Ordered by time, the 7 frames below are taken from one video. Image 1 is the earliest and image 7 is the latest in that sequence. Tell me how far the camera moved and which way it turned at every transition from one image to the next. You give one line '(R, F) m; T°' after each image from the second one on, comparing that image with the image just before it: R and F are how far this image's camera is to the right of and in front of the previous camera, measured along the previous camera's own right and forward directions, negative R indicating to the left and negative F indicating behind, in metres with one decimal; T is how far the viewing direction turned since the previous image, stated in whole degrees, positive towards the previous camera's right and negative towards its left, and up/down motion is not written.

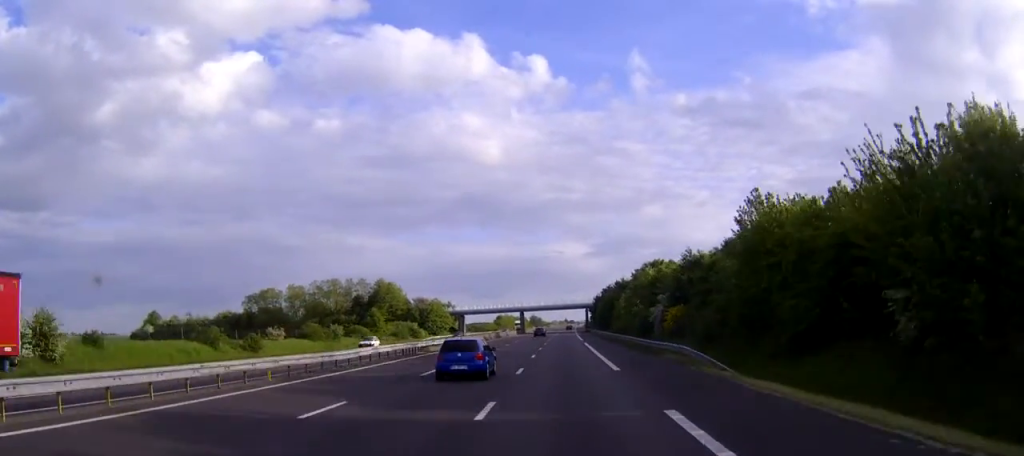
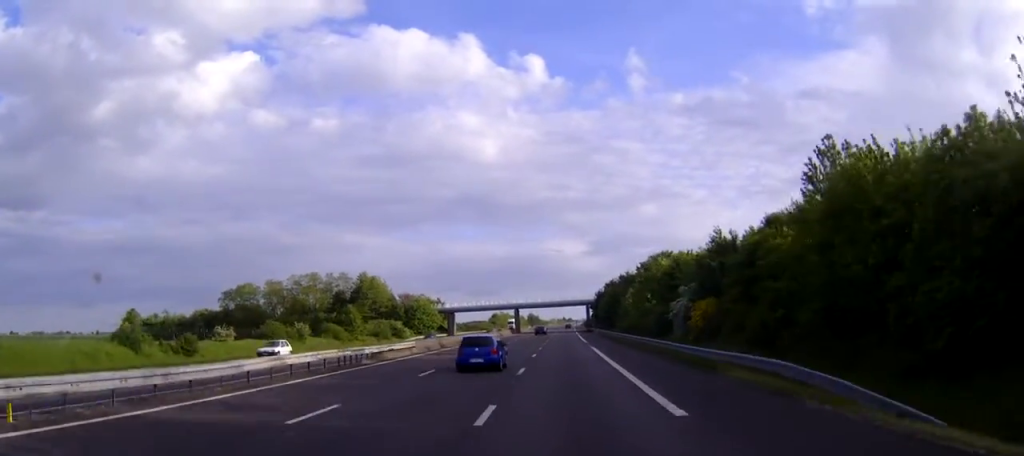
(+0.1, +13.9) m; 0°
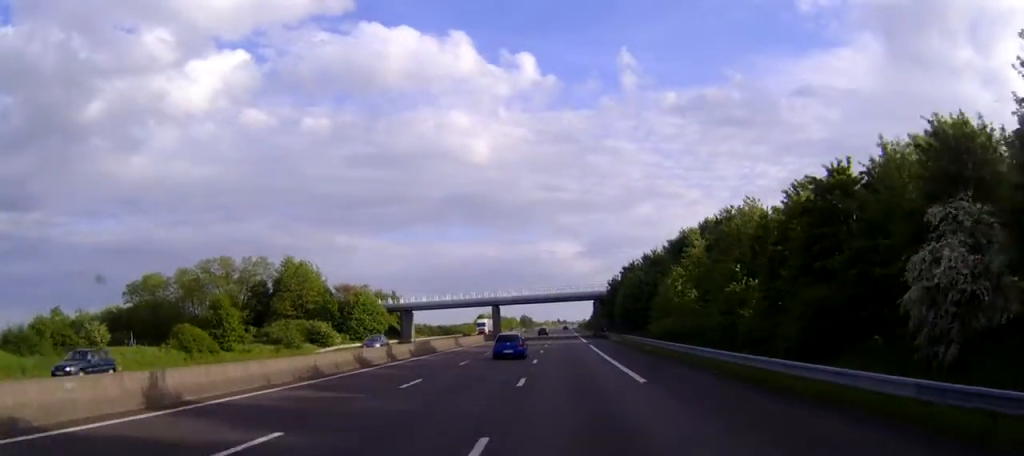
(+0.1, +43.8) m; 0°
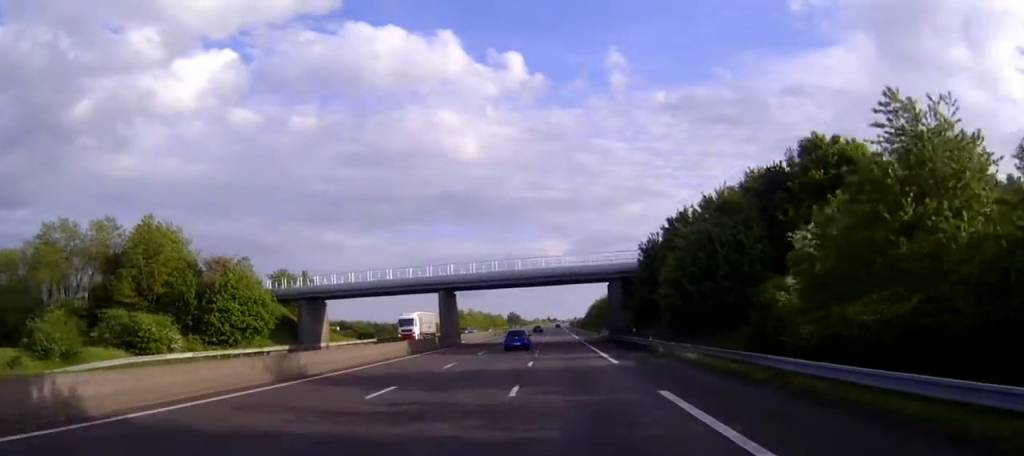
(+0.2, +42.9) m; +1°
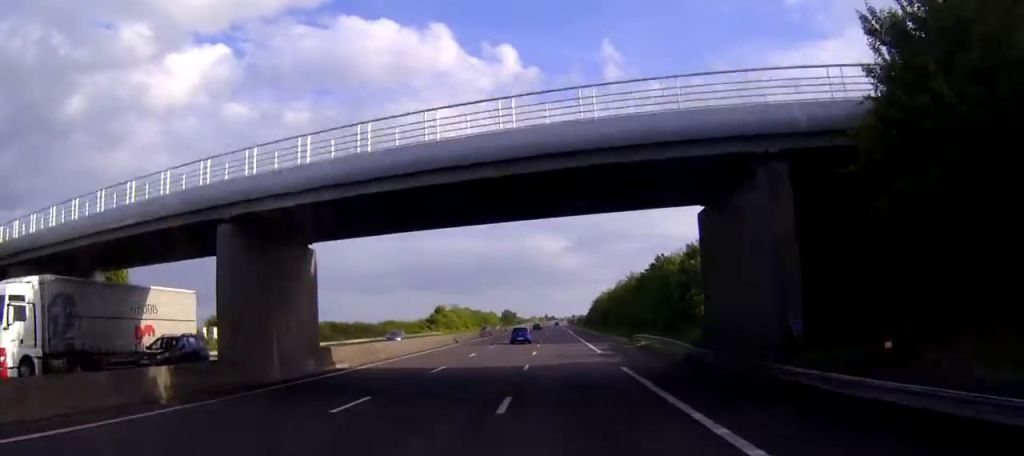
(+0.3, +42.3) m; 0°
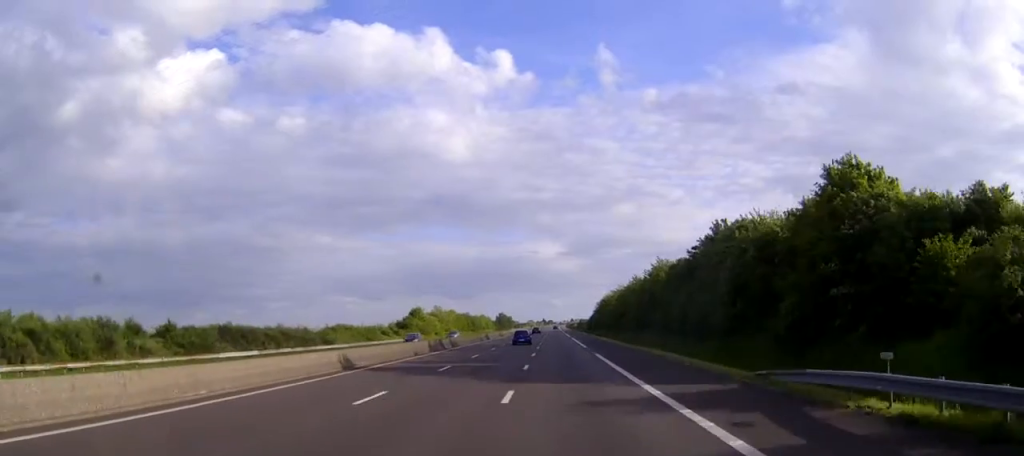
(0.0, +36.9) m; 0°
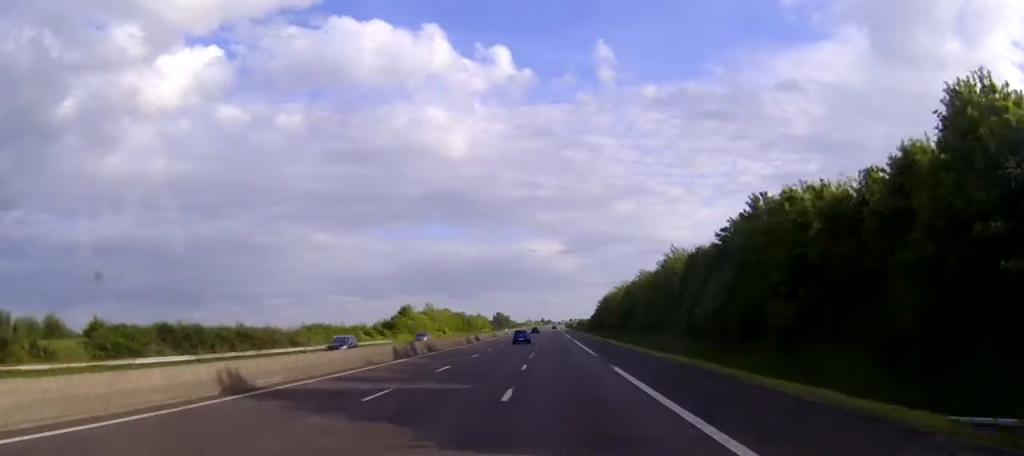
(0.0, +12.4) m; 0°
